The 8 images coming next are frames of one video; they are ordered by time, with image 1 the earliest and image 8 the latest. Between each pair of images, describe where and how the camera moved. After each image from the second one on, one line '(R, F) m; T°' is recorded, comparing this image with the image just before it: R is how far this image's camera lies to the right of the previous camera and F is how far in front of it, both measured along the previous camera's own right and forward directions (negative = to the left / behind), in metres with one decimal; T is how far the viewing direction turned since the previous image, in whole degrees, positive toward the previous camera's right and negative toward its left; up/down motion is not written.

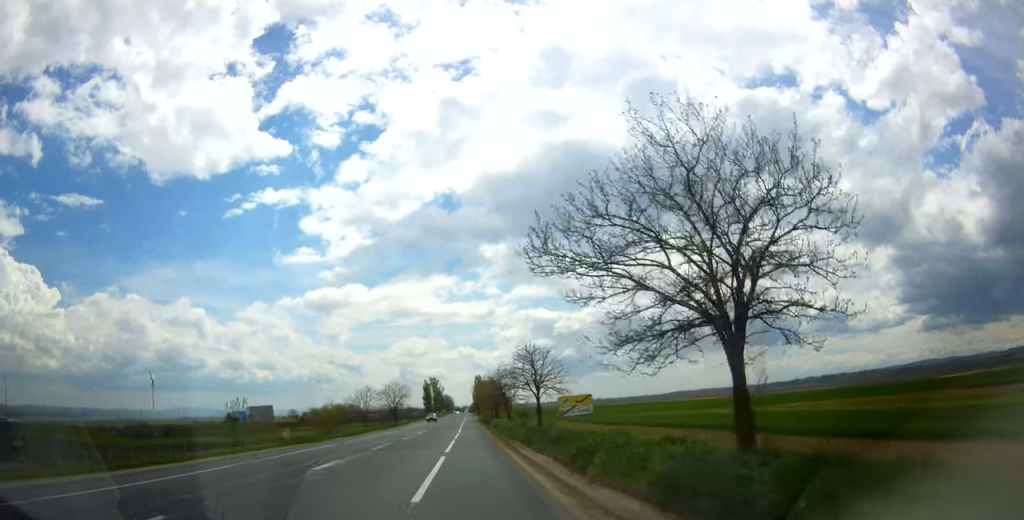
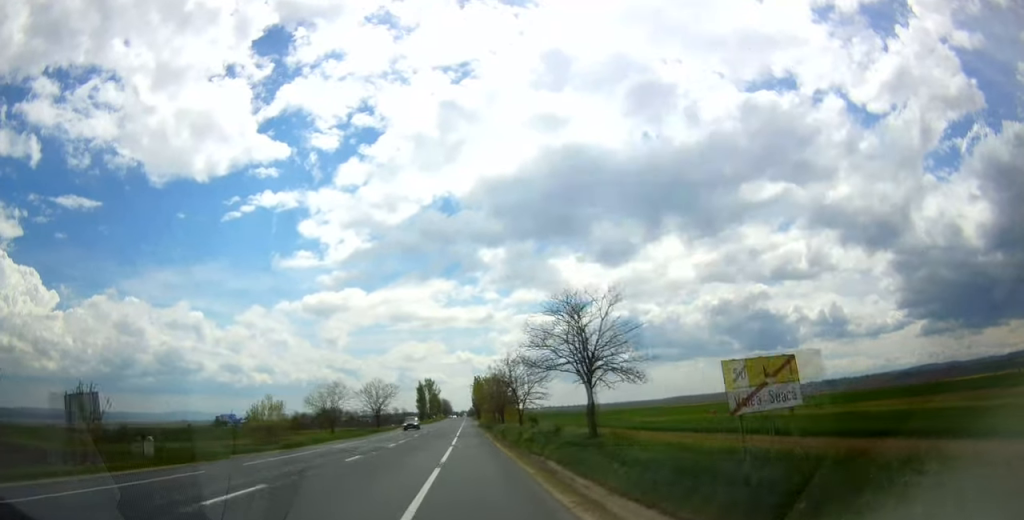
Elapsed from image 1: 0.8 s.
(+0.2, +19.2) m; 0°
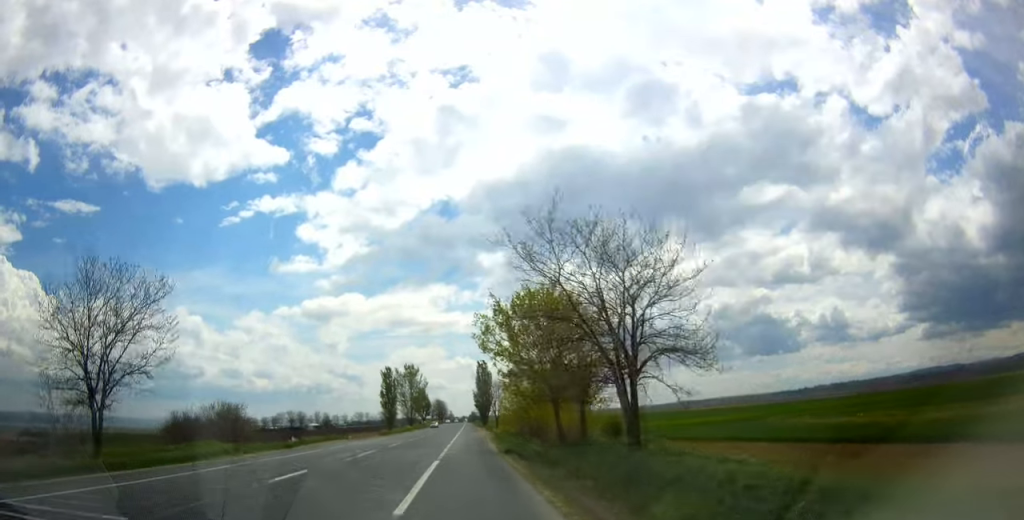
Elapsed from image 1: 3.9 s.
(-0.5, +71.6) m; -1°
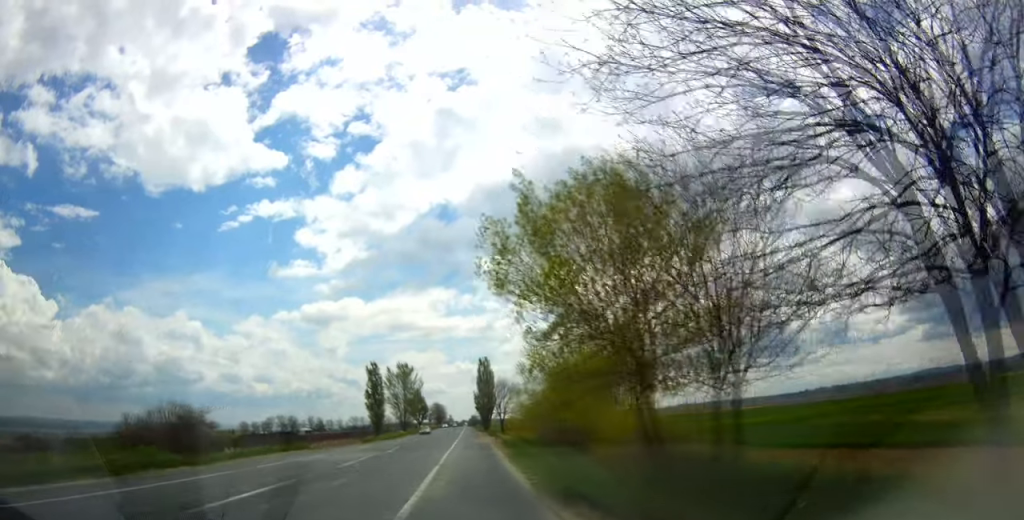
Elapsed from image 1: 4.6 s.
(0.0, +14.8) m; 0°
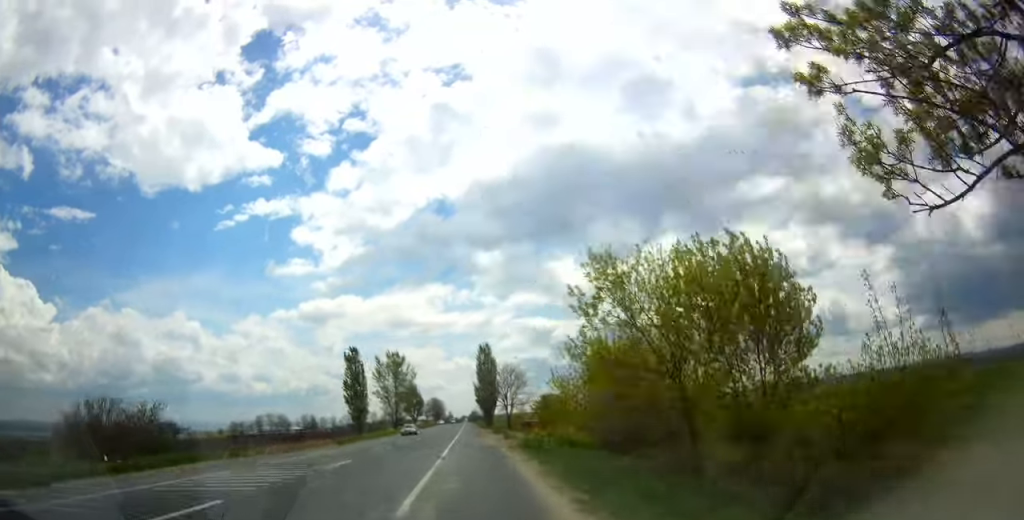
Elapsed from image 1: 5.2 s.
(-0.3, +14.8) m; +1°
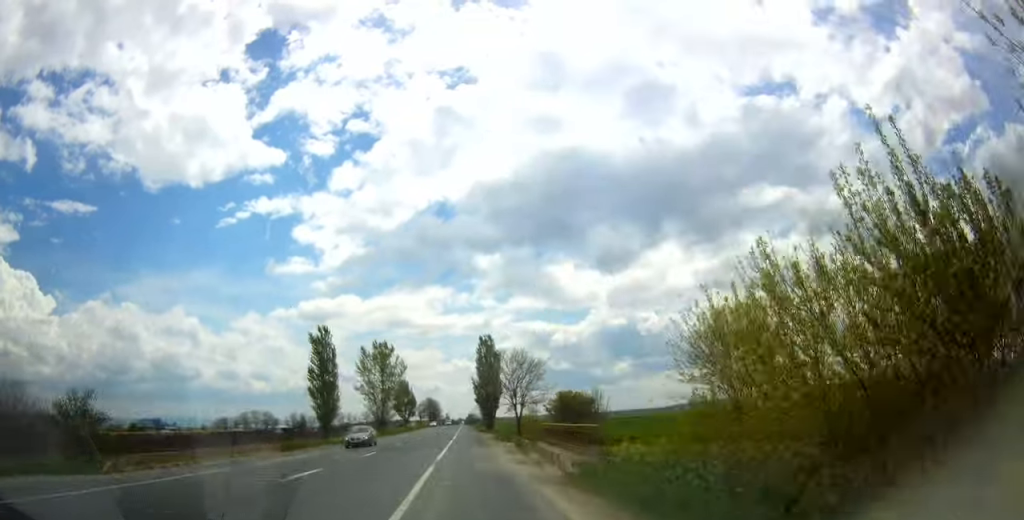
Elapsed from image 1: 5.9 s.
(+0.5, +15.8) m; 0°
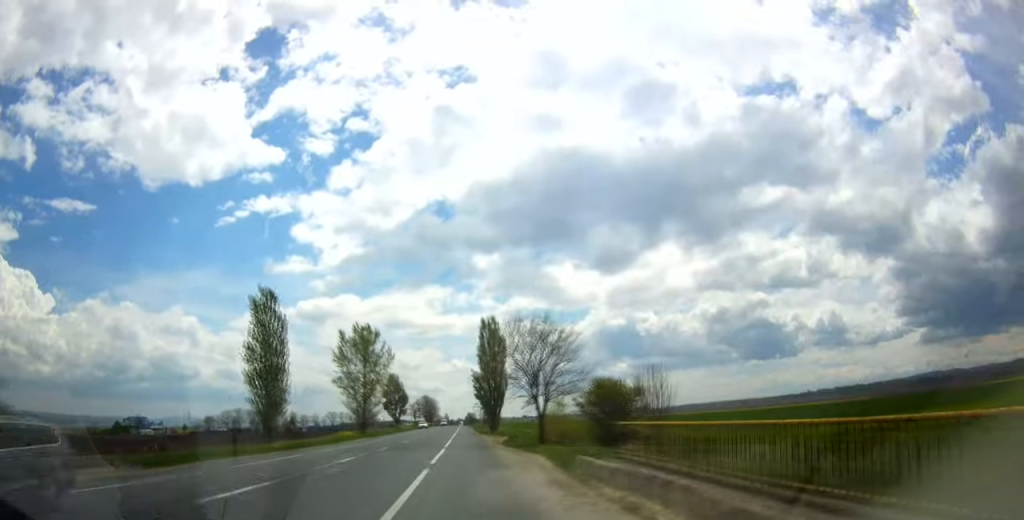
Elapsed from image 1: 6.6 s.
(0.0, +16.7) m; 0°
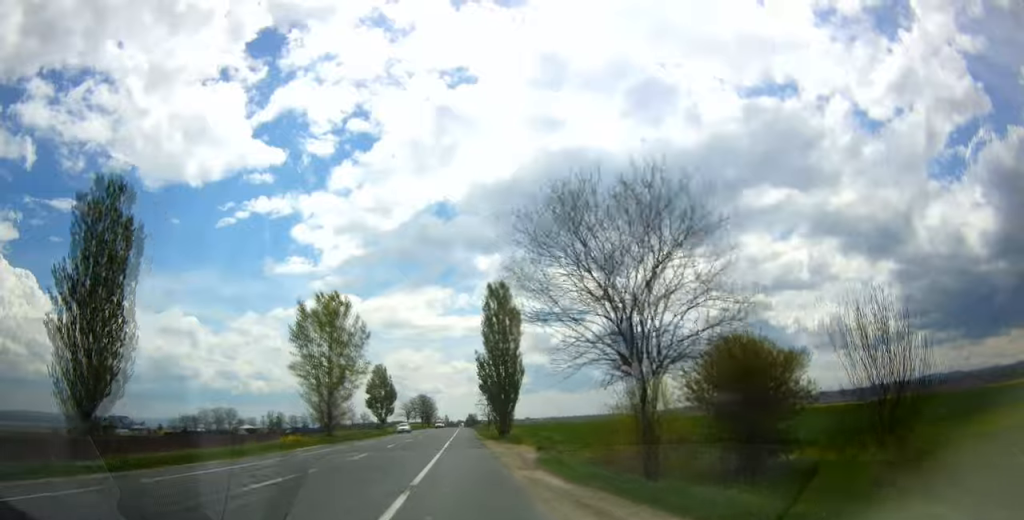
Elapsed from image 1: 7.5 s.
(-0.3, +21.2) m; -1°
